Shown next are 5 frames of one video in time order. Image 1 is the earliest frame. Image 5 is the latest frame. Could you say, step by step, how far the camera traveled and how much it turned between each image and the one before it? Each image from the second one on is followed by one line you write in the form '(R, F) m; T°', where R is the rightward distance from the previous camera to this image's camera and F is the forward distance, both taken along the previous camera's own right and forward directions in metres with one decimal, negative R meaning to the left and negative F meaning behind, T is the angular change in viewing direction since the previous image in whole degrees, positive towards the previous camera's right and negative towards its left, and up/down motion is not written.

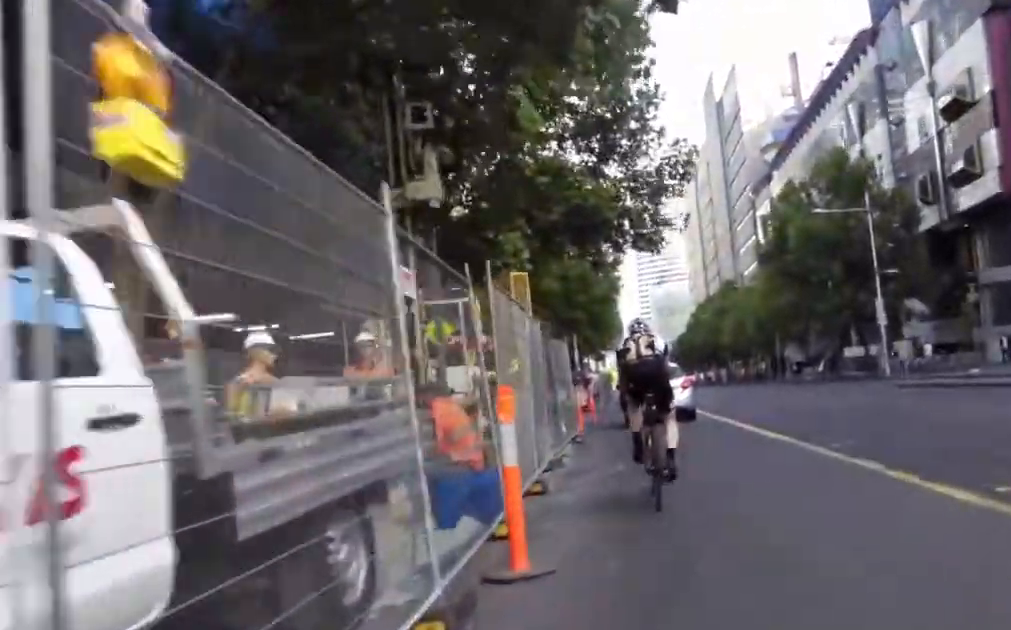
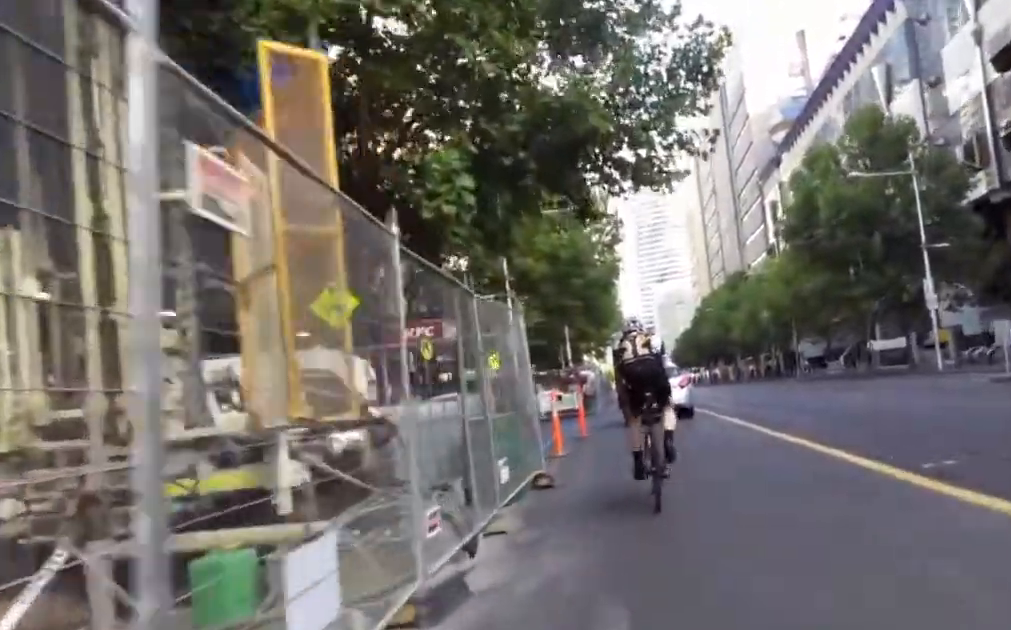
(0.0, +6.7) m; 0°
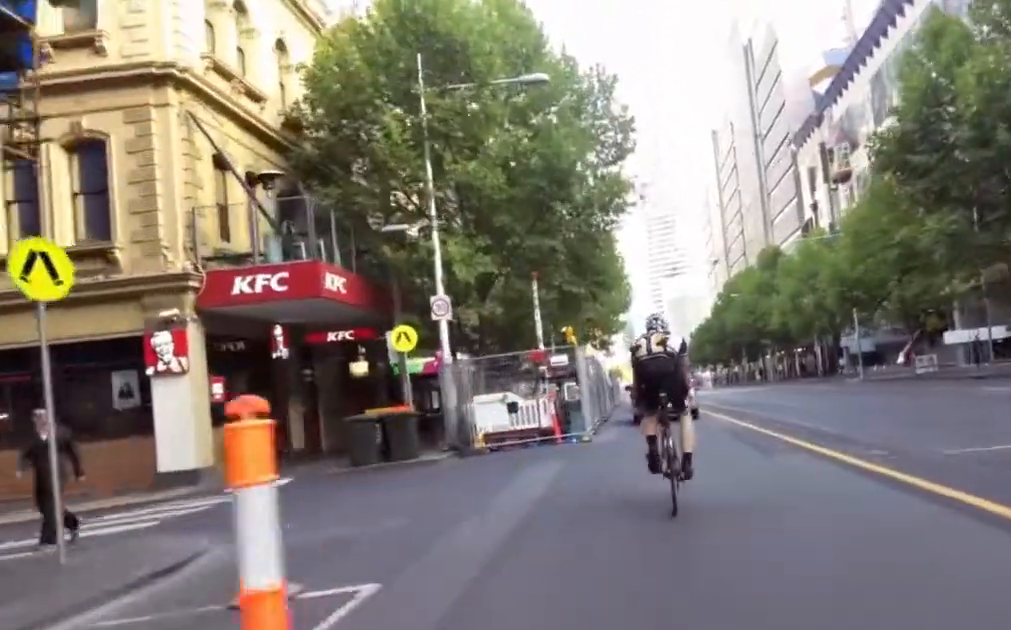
(0.0, +14.4) m; 0°
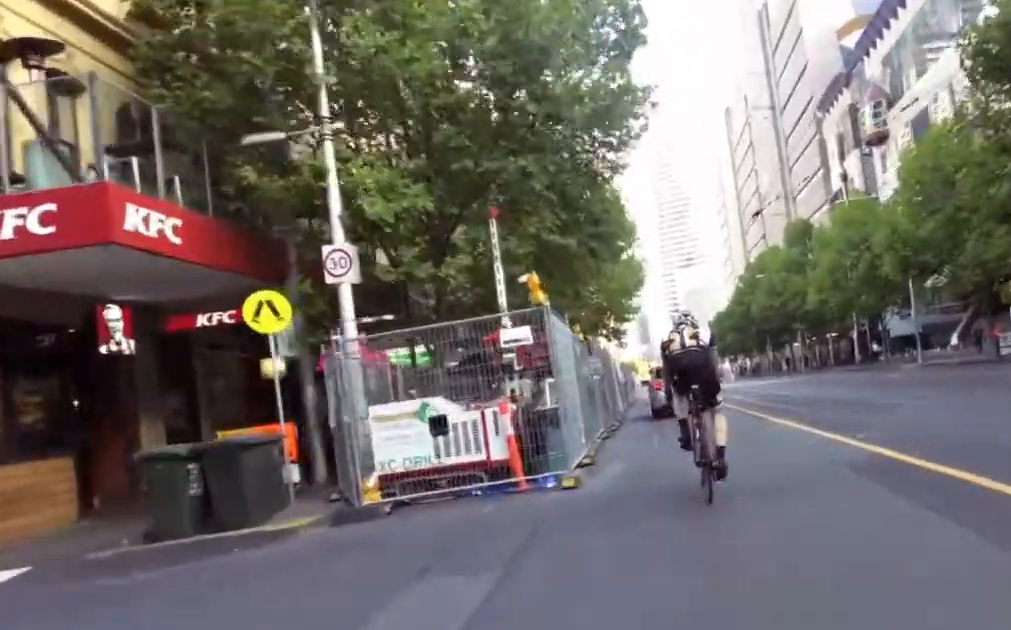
(0.0, +7.5) m; 0°
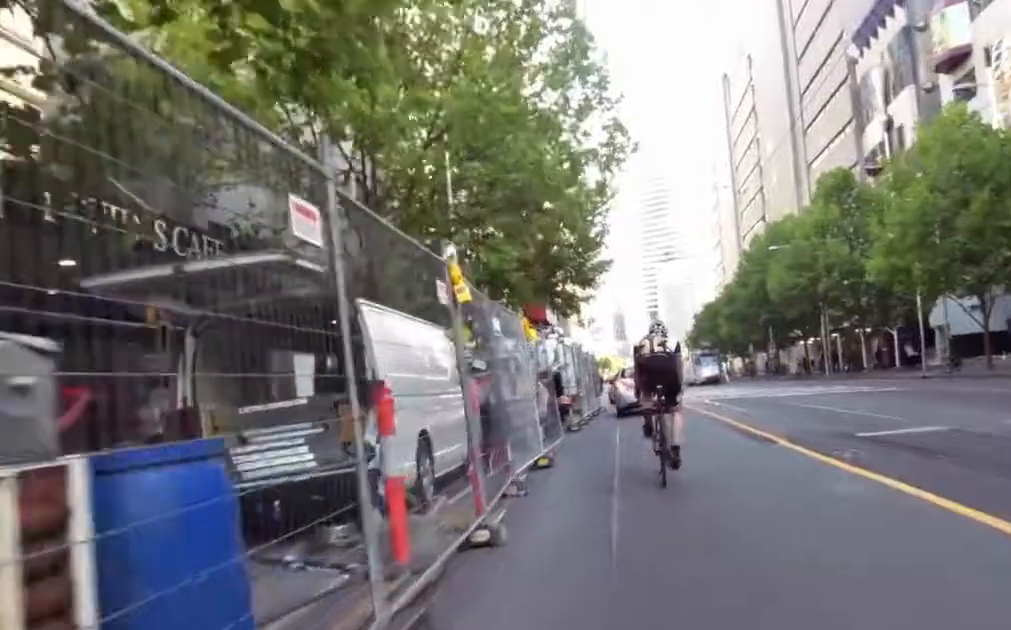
(+2.1, +16.1) m; +3°
